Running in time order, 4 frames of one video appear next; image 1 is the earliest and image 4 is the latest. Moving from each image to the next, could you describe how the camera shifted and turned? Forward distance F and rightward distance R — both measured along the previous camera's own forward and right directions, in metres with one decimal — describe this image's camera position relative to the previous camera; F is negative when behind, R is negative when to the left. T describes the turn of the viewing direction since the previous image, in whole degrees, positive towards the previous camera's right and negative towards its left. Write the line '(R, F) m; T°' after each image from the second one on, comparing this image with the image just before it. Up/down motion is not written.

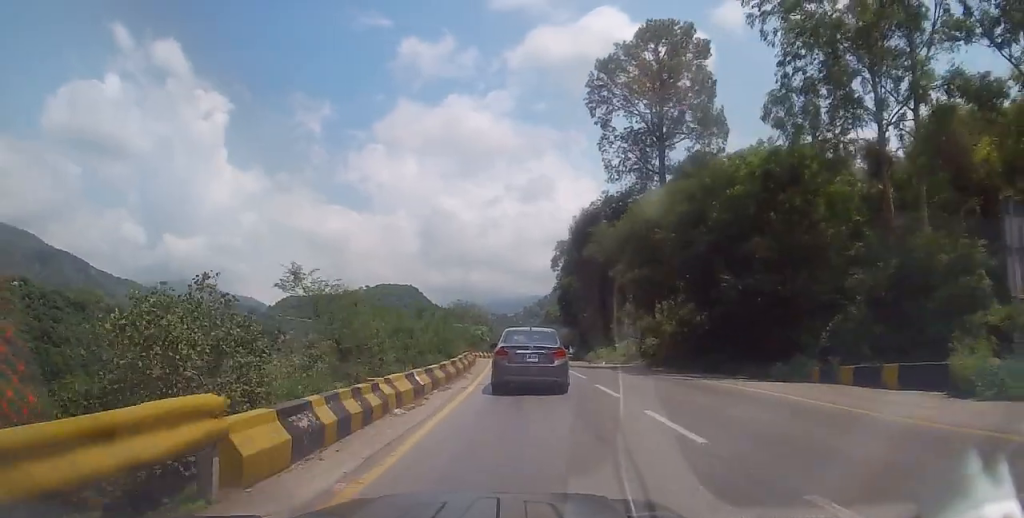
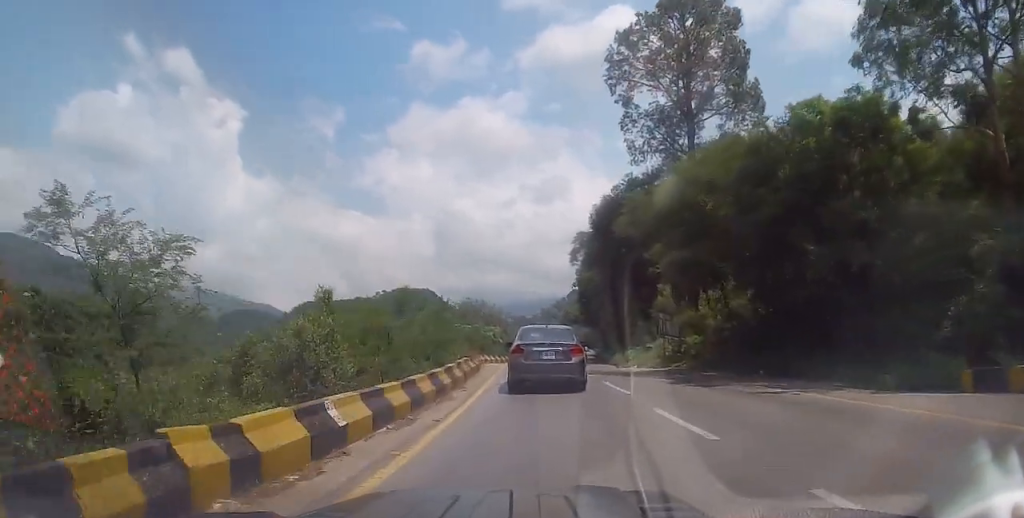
(-0.3, +6.1) m; -3°
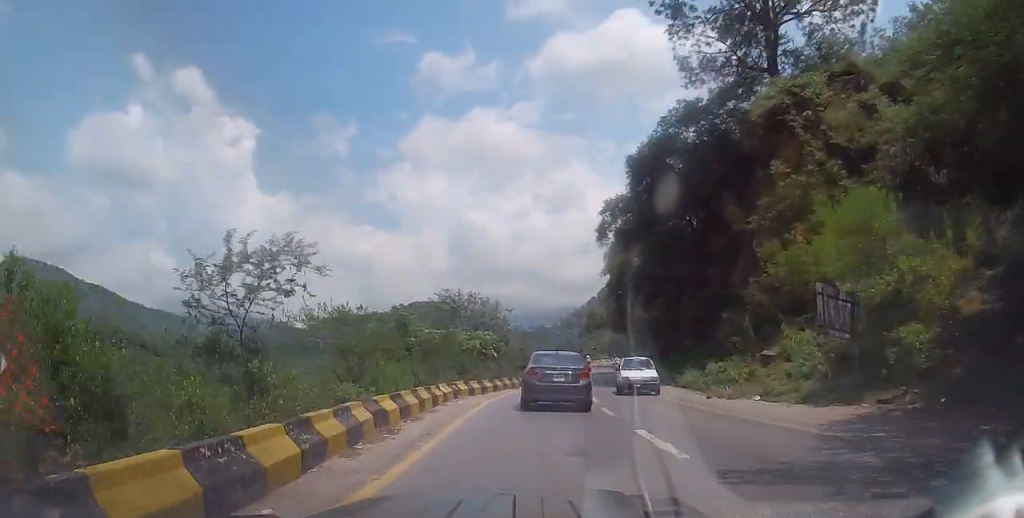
(-0.3, +18.0) m; 0°
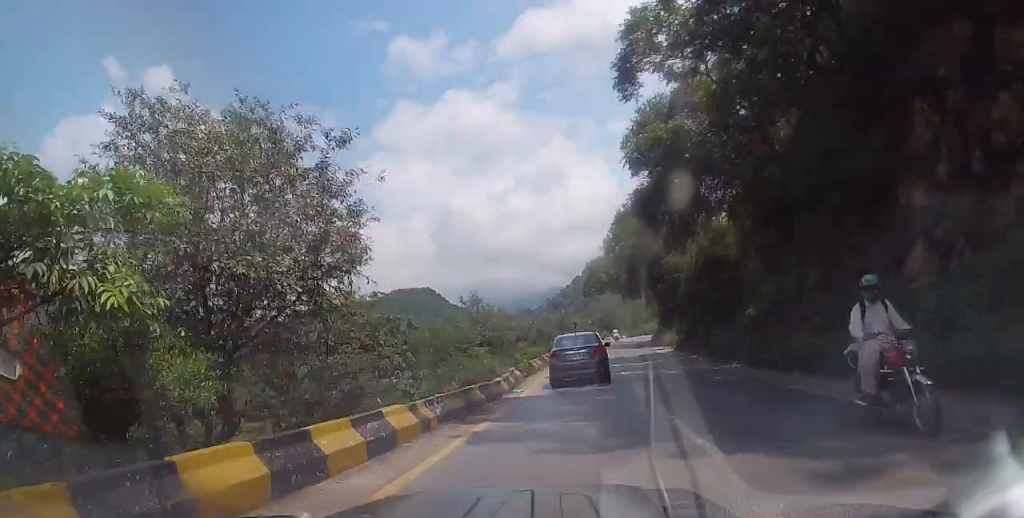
(-0.5, +25.7) m; 0°
